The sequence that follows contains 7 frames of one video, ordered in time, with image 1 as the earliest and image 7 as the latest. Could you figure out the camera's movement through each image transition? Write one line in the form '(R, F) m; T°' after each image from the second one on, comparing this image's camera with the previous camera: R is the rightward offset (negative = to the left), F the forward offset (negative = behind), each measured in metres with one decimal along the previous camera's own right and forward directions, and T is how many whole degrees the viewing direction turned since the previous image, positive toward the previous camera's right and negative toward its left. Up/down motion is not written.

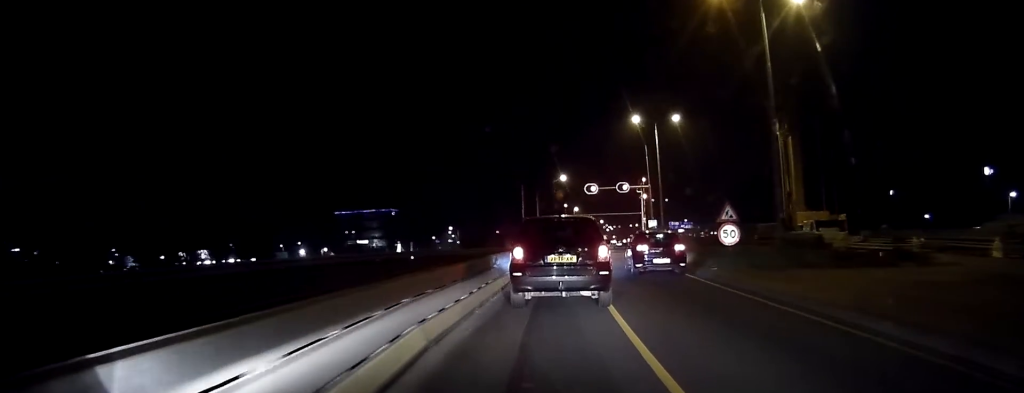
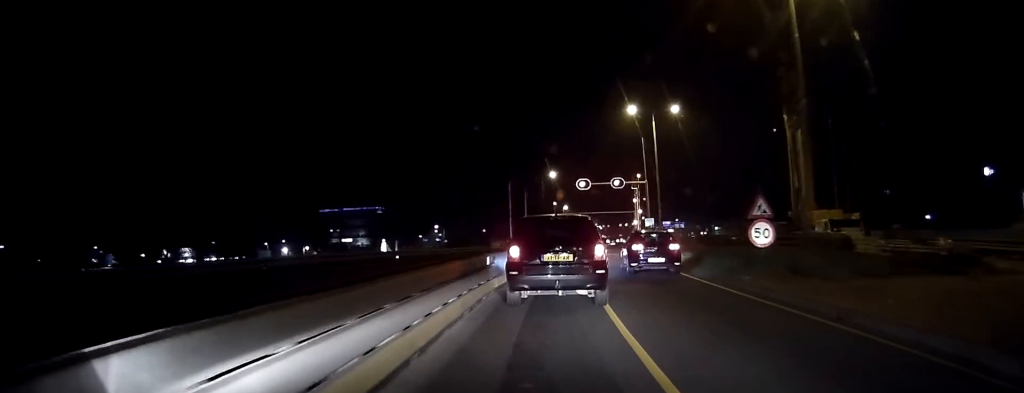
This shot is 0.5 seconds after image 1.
(+0.2, +4.9) m; 0°
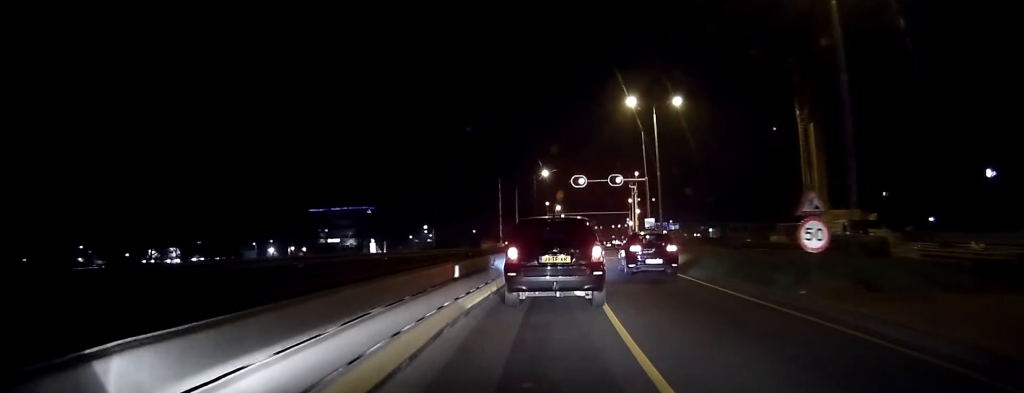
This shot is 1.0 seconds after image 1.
(-0.1, +4.5) m; 0°
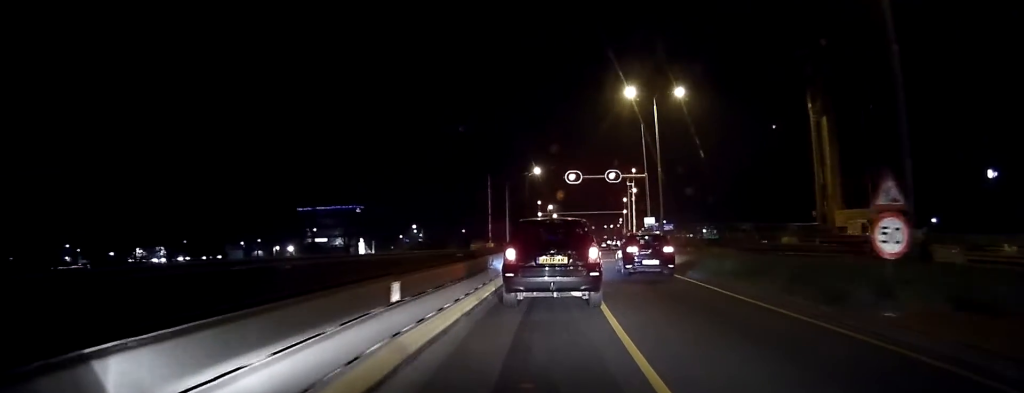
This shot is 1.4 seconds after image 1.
(-0.1, +4.2) m; 0°
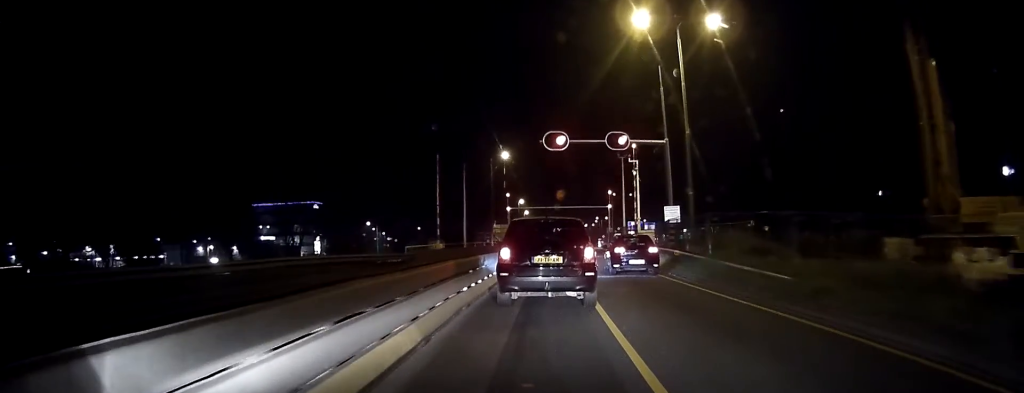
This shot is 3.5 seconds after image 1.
(+0.3, +19.0) m; +2°
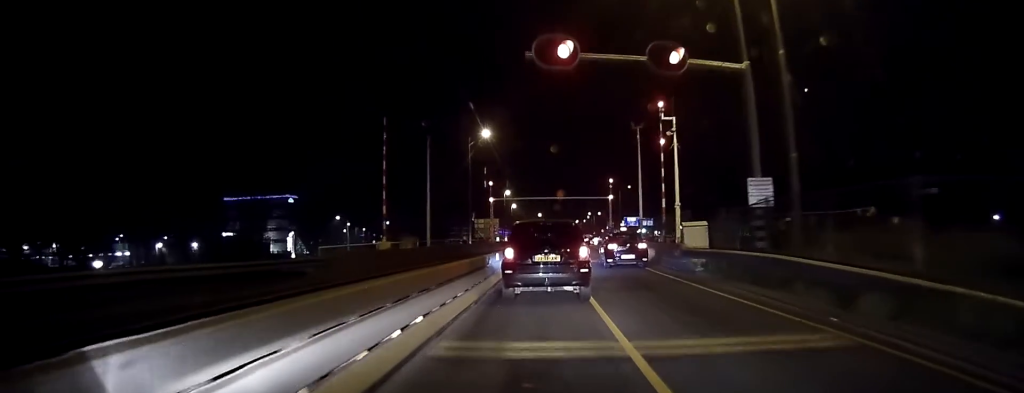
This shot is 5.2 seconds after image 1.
(+0.5, +16.2) m; +2°
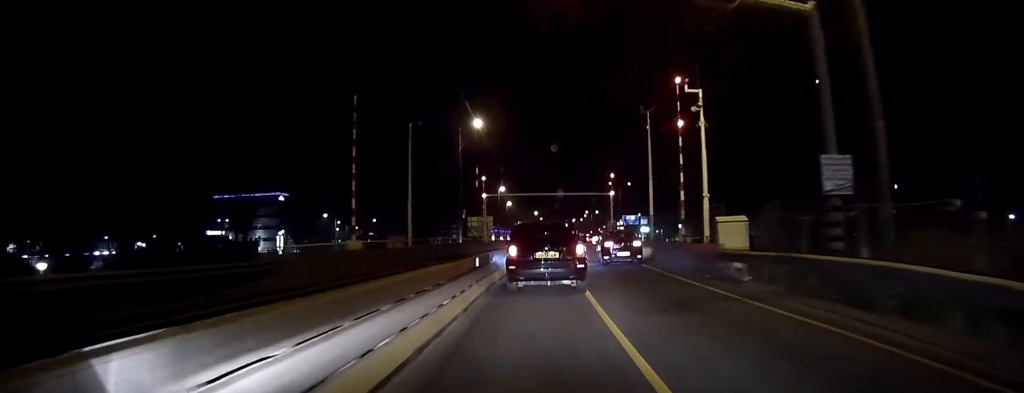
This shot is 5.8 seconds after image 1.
(0.0, +5.8) m; 0°
